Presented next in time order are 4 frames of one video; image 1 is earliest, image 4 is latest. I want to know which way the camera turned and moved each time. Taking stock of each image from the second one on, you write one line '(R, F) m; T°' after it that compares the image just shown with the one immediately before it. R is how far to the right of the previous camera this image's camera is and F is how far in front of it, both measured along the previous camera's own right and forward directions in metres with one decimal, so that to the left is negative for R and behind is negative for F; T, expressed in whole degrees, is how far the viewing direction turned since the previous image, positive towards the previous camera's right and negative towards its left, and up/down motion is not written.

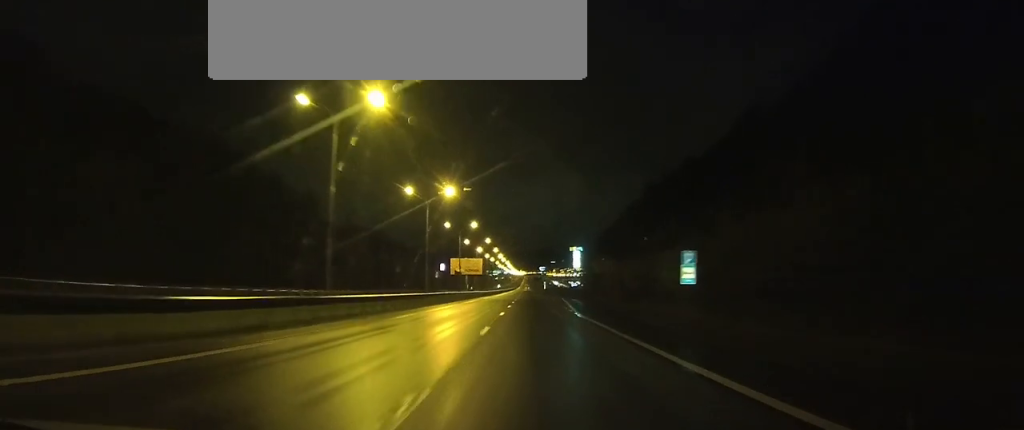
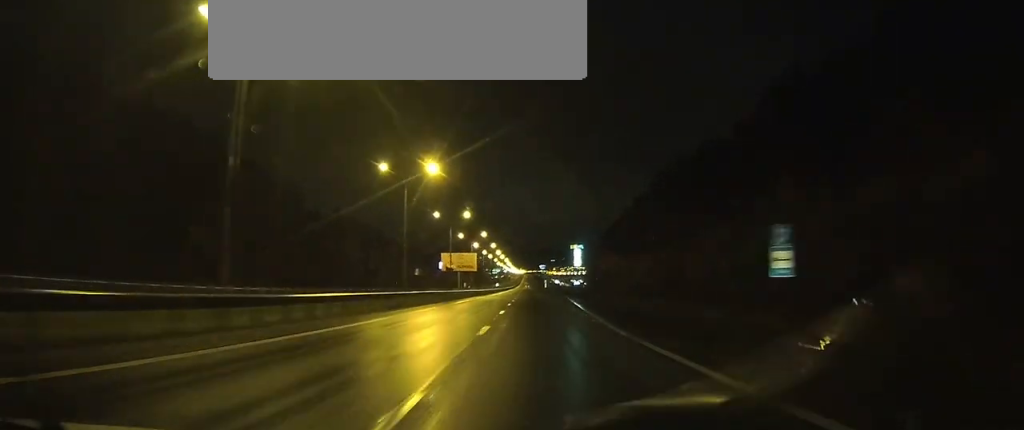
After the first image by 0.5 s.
(0.0, +12.4) m; 0°
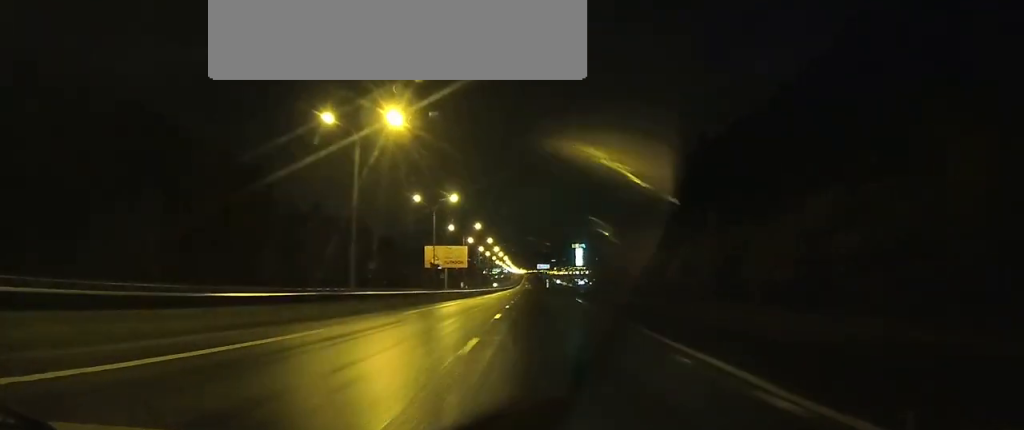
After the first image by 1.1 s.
(0.0, +16.7) m; 0°
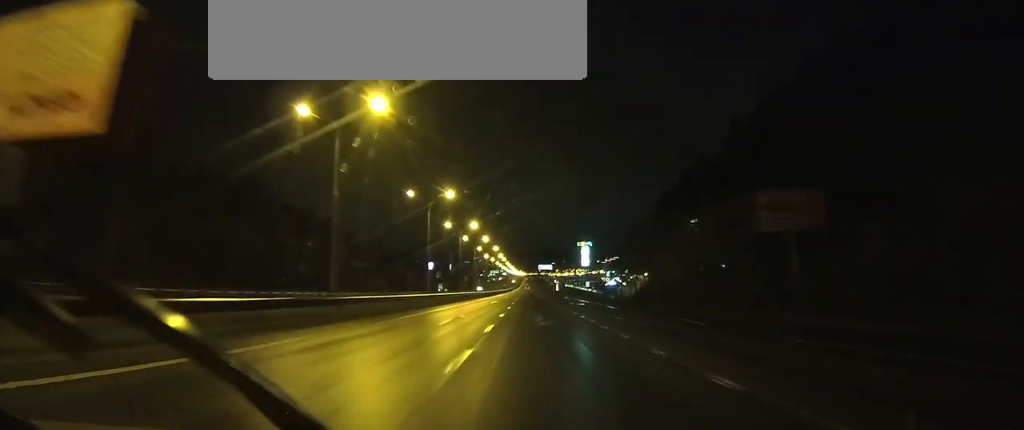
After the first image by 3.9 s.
(0.0, +73.9) m; 0°
